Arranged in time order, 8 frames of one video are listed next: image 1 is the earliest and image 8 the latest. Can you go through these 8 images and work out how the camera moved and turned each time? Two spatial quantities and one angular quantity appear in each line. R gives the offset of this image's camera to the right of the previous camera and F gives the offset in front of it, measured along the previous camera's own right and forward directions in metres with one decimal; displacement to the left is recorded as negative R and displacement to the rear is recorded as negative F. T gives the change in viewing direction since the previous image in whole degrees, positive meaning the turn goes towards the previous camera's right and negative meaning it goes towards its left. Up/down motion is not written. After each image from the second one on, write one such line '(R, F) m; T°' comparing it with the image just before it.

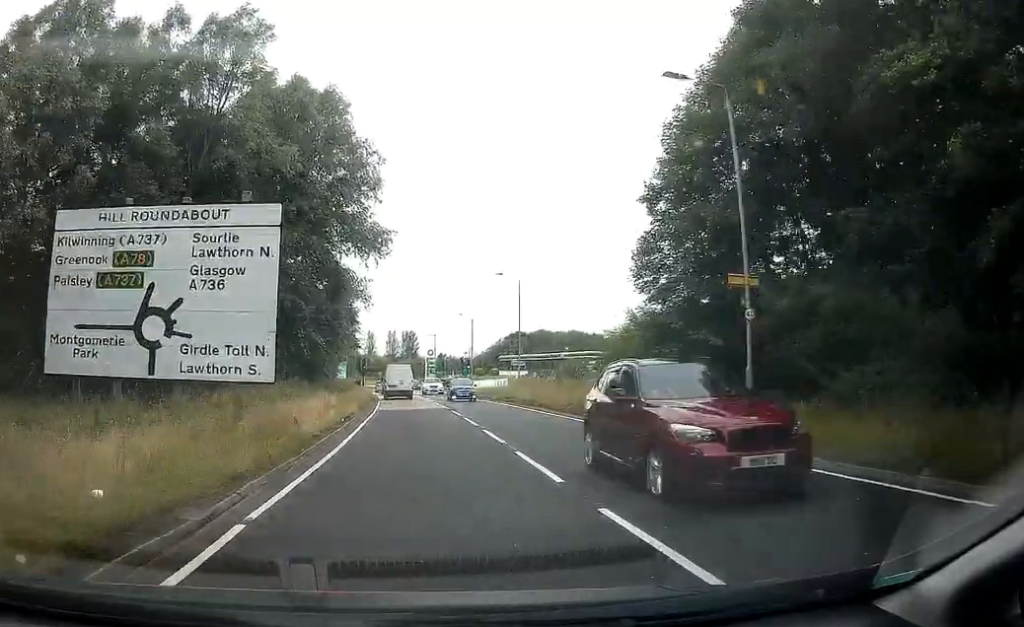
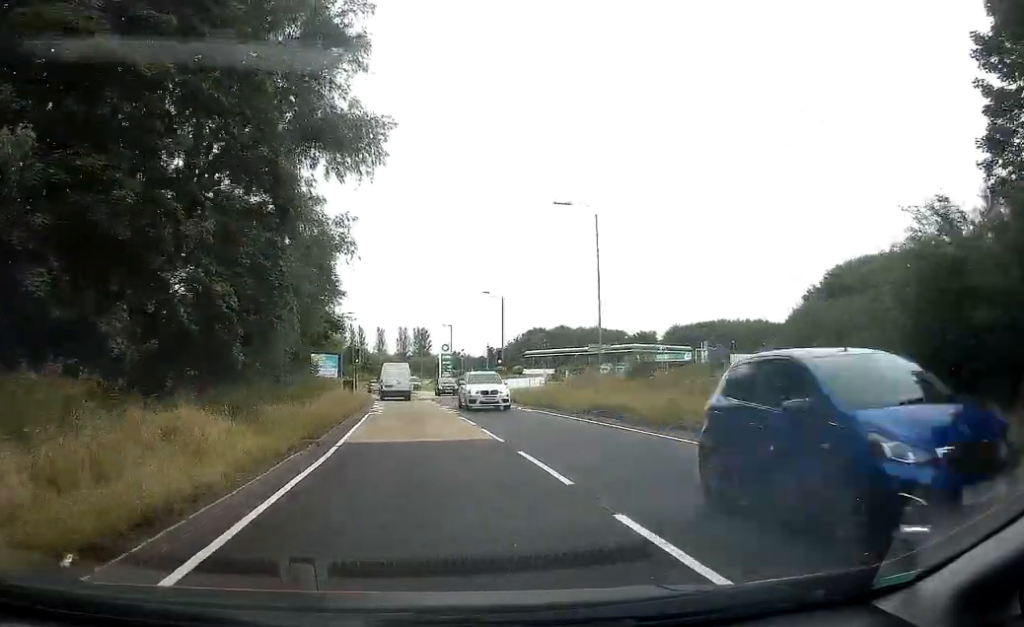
(-0.4, +18.1) m; -1°
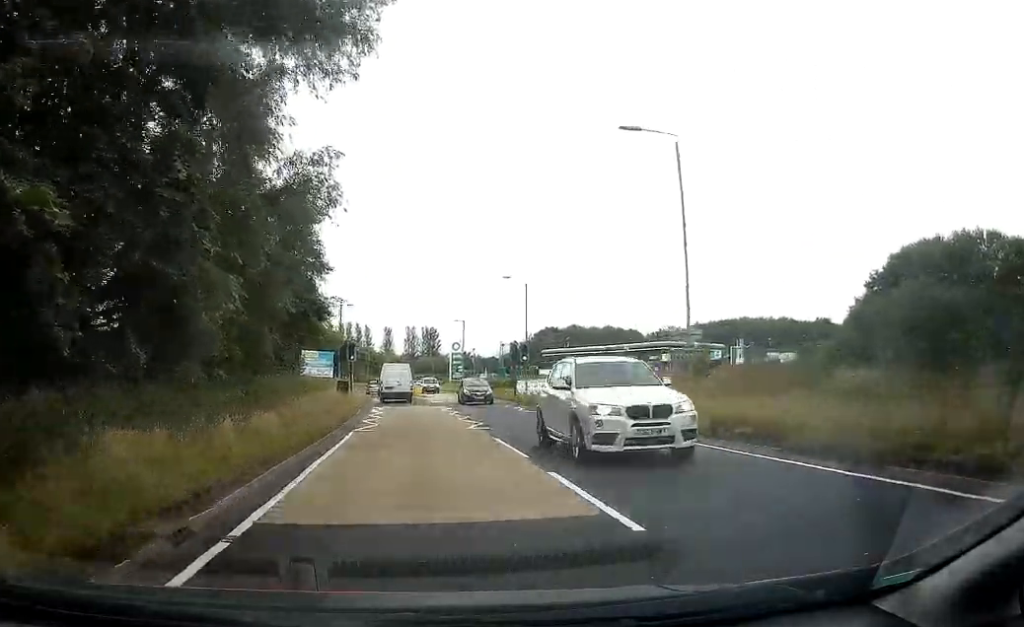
(0.0, +8.7) m; 0°
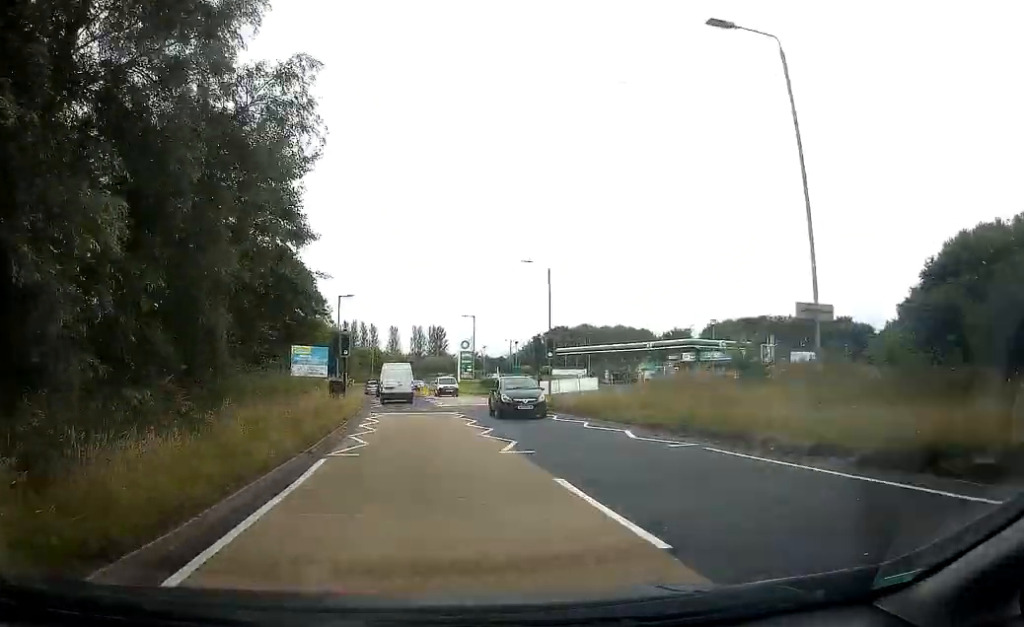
(0.0, +6.0) m; -1°
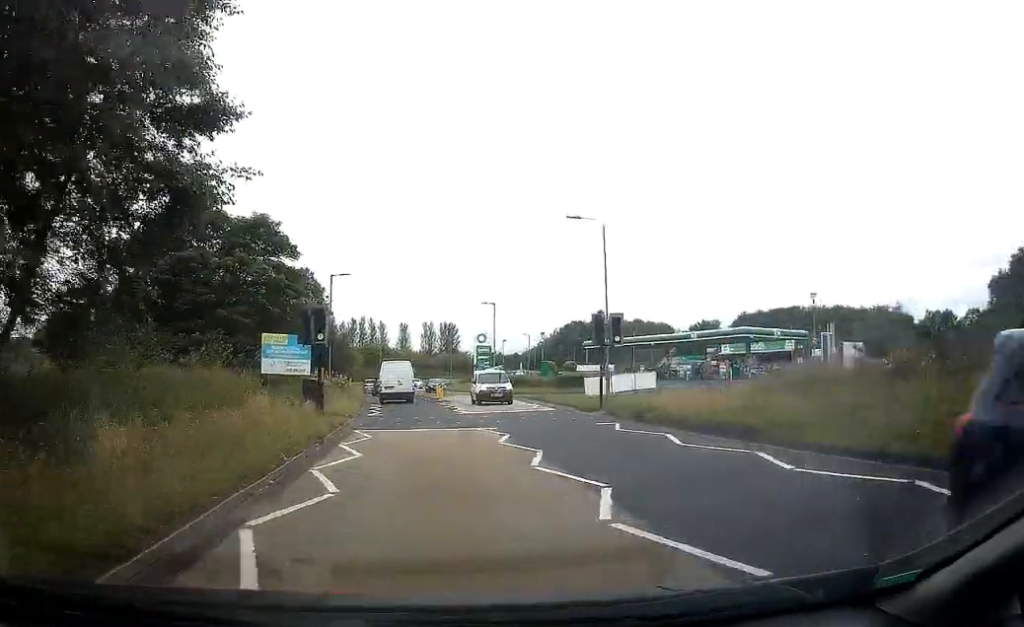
(-0.2, +10.9) m; -2°
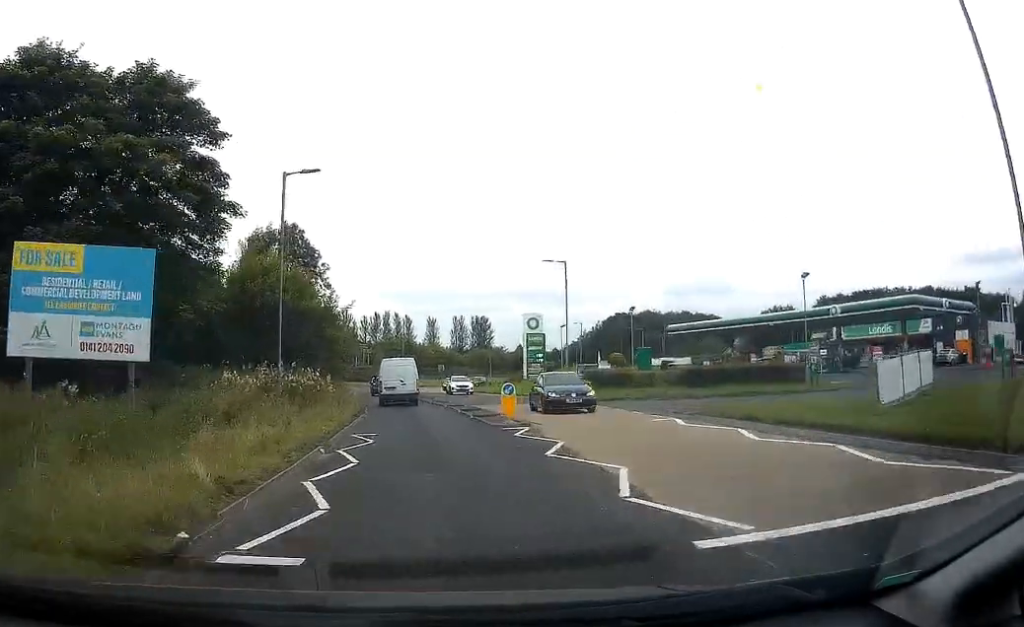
(-0.8, +22.4) m; -4°
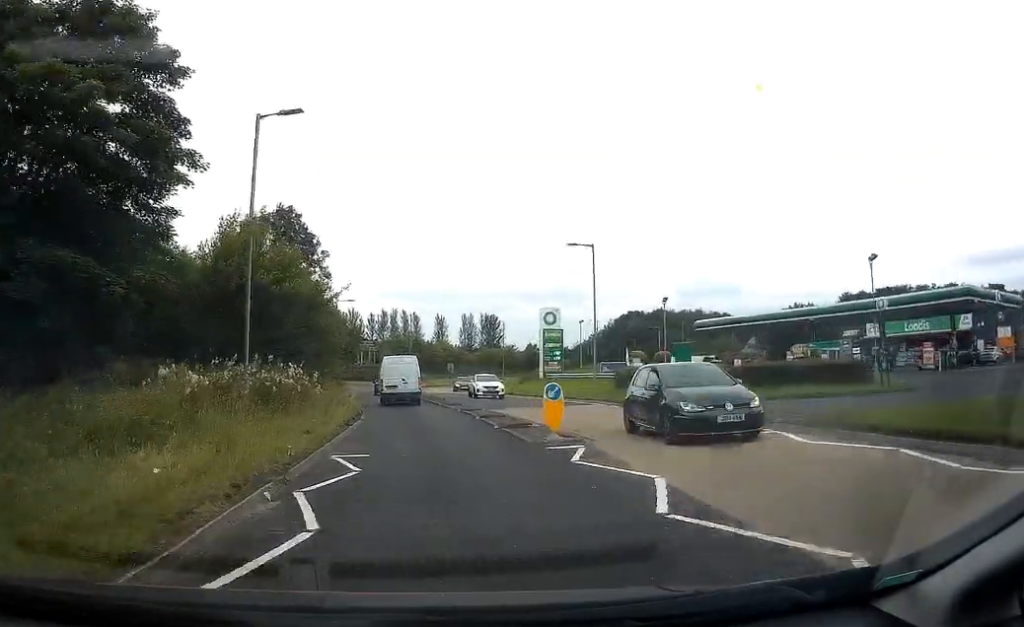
(-0.1, +5.4) m; -1°
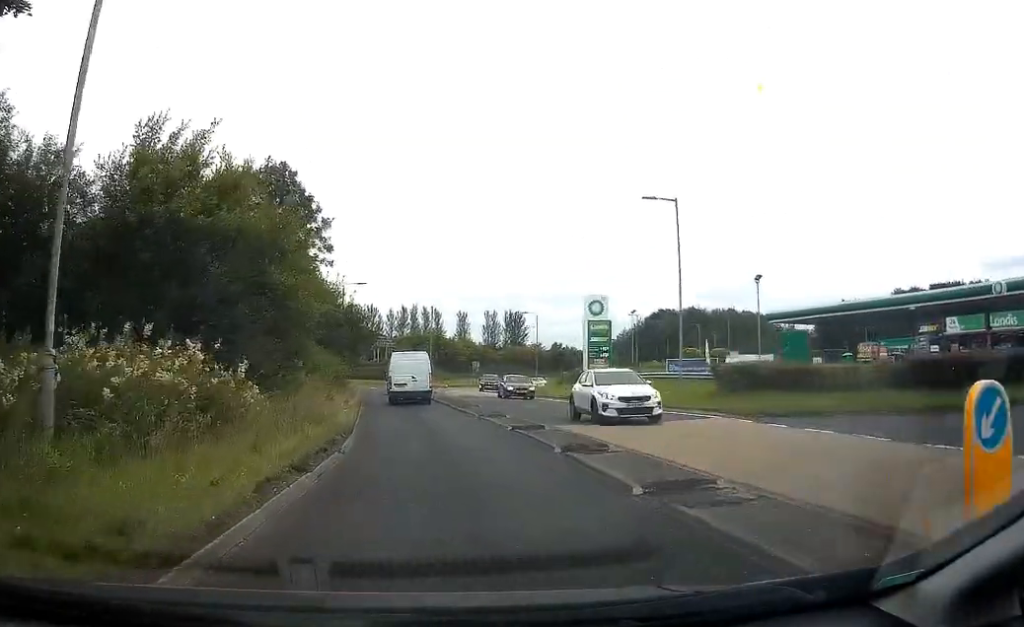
(0.0, +10.8) m; 0°
